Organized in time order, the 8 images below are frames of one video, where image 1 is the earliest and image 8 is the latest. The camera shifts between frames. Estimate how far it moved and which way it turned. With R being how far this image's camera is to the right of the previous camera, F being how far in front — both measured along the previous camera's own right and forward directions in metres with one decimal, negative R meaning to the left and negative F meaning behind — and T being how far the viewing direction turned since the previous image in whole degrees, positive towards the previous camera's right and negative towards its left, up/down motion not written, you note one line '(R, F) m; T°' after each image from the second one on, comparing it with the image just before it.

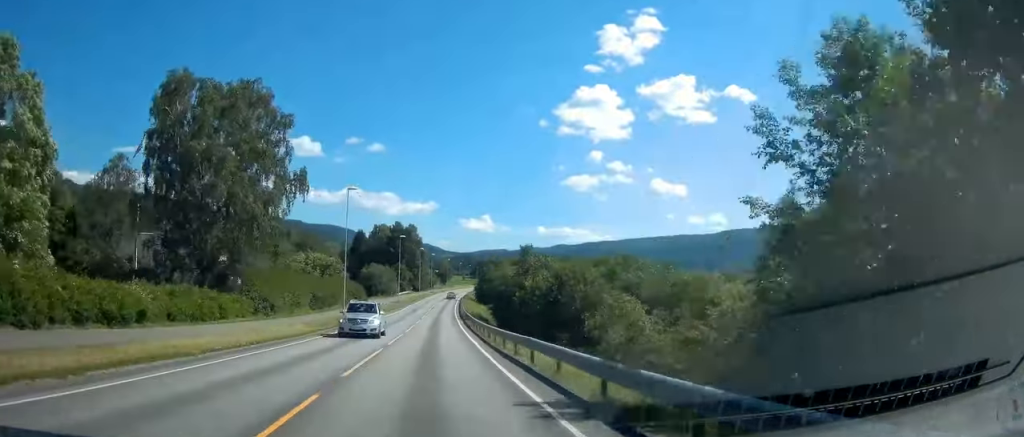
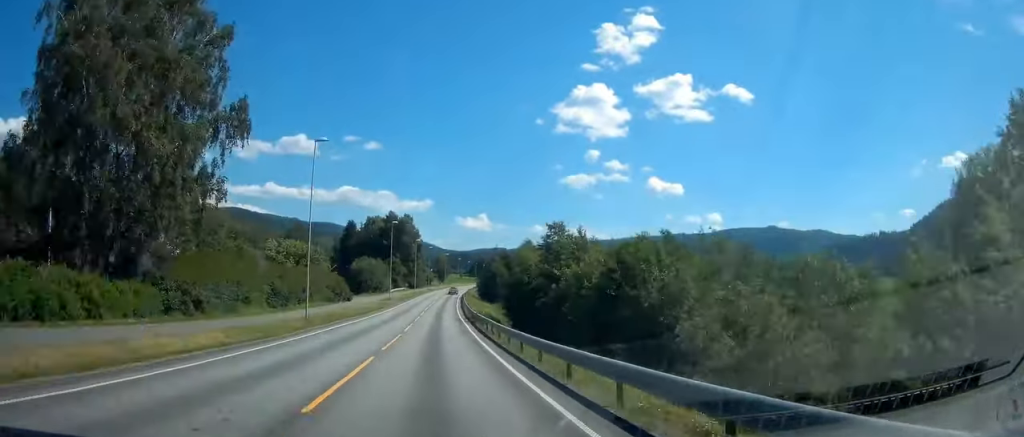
(0.0, +17.2) m; +1°
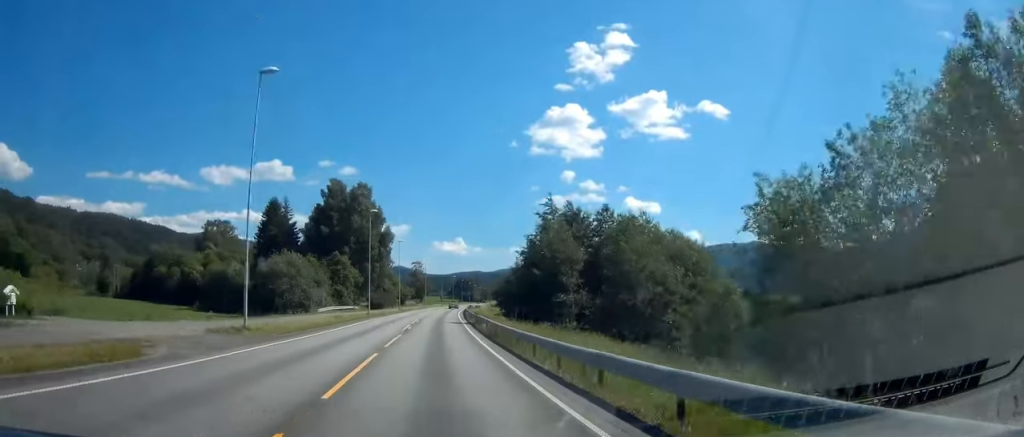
(+2.1, +67.5) m; +3°
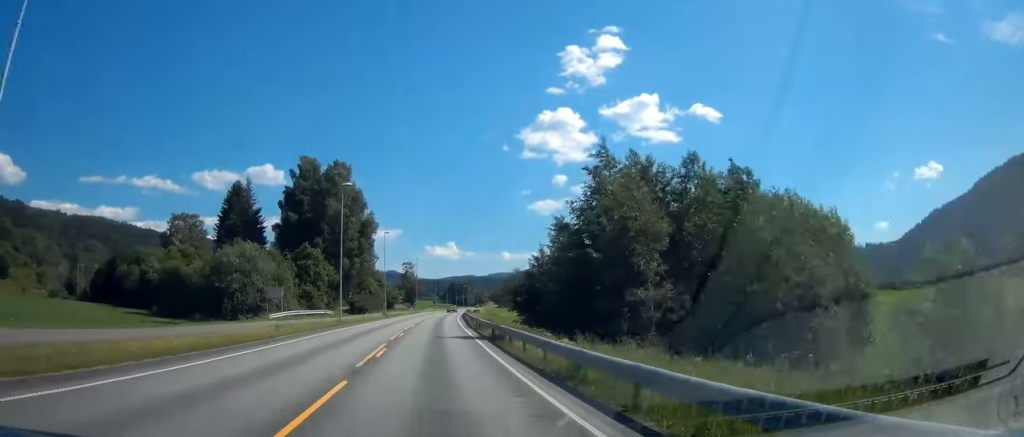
(-0.3, +17.7) m; 0°
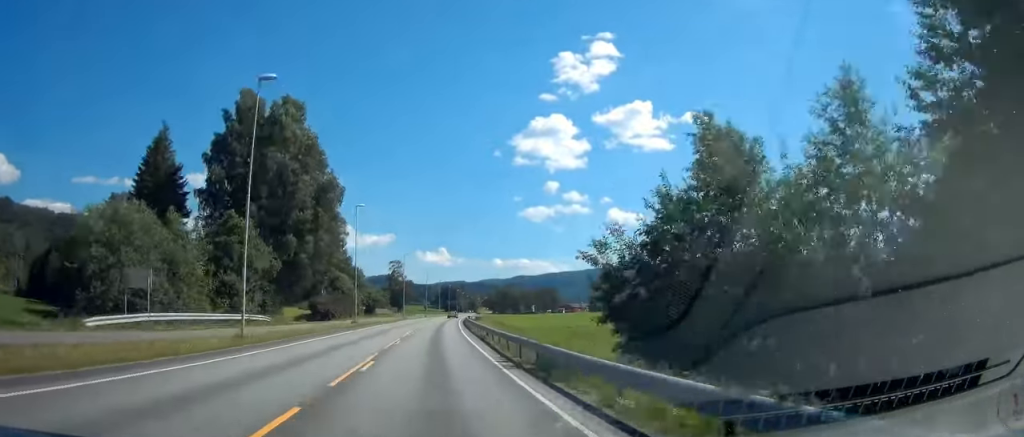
(+0.3, +27.3) m; +1°
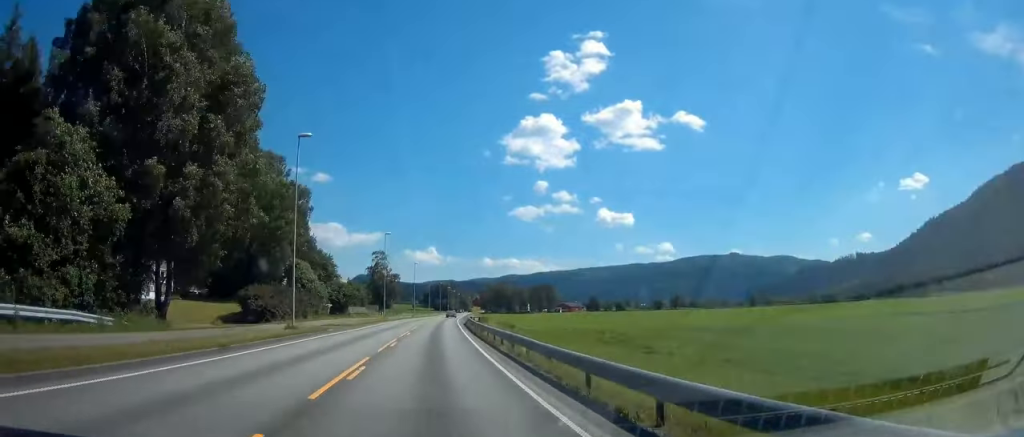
(+0.3, +24.8) m; +1°
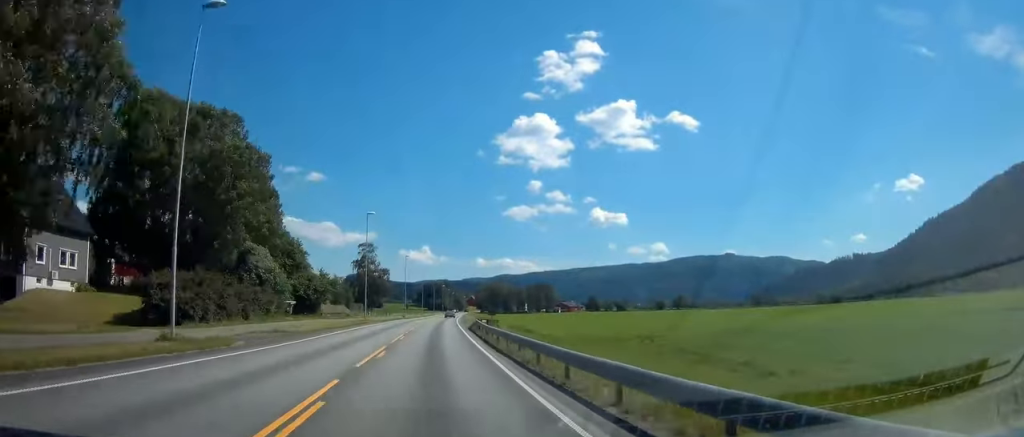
(0.0, +17.6) m; +1°
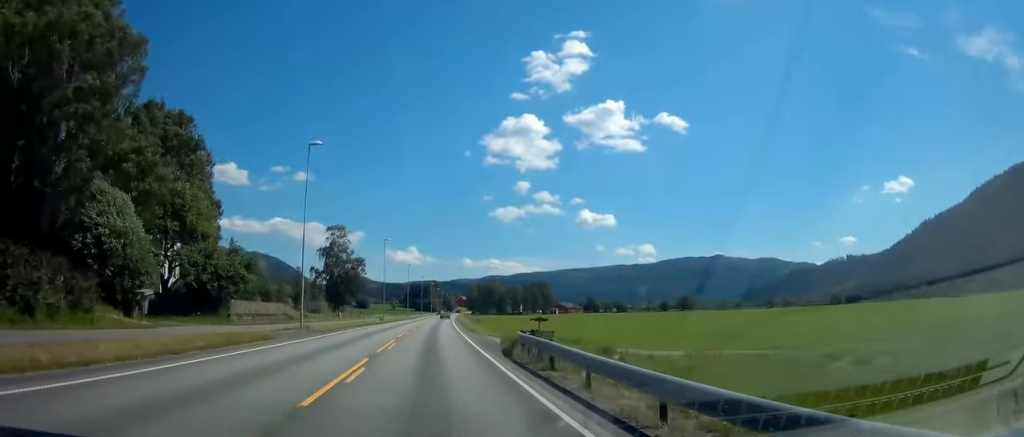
(+0.4, +30.7) m; +1°
